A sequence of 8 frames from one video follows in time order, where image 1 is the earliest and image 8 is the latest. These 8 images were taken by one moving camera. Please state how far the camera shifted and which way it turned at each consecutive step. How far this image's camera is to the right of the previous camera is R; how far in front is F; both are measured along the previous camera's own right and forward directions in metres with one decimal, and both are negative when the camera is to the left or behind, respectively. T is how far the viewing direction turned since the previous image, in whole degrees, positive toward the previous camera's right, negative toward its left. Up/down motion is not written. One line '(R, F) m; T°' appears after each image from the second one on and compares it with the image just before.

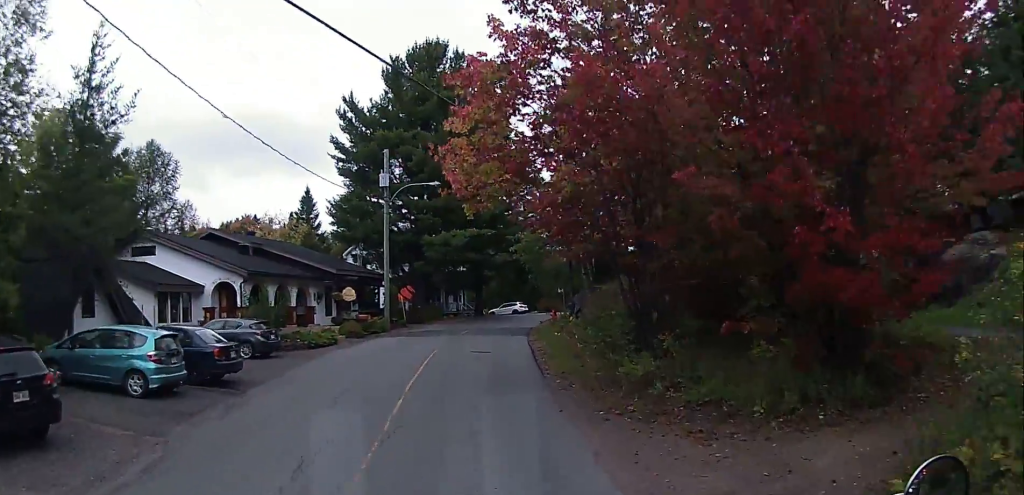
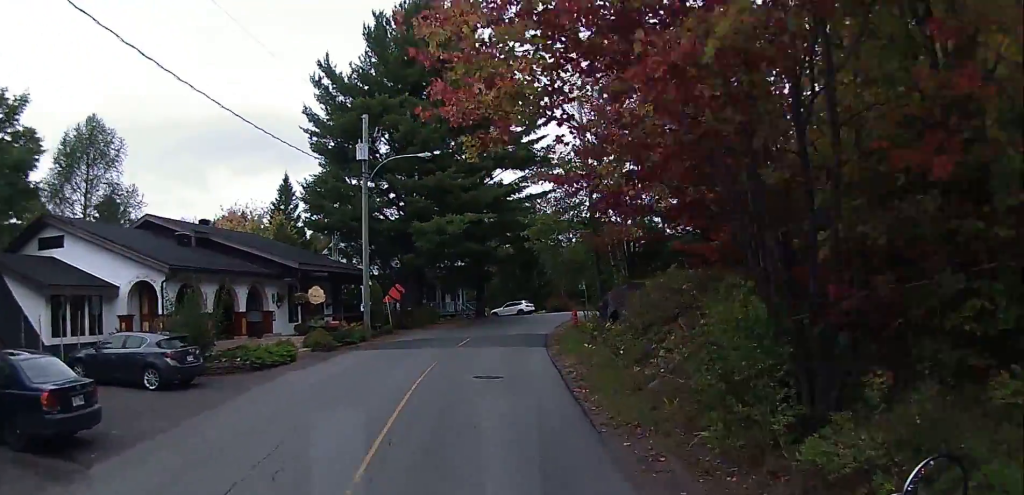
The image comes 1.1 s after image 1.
(-0.2, +7.9) m; 0°
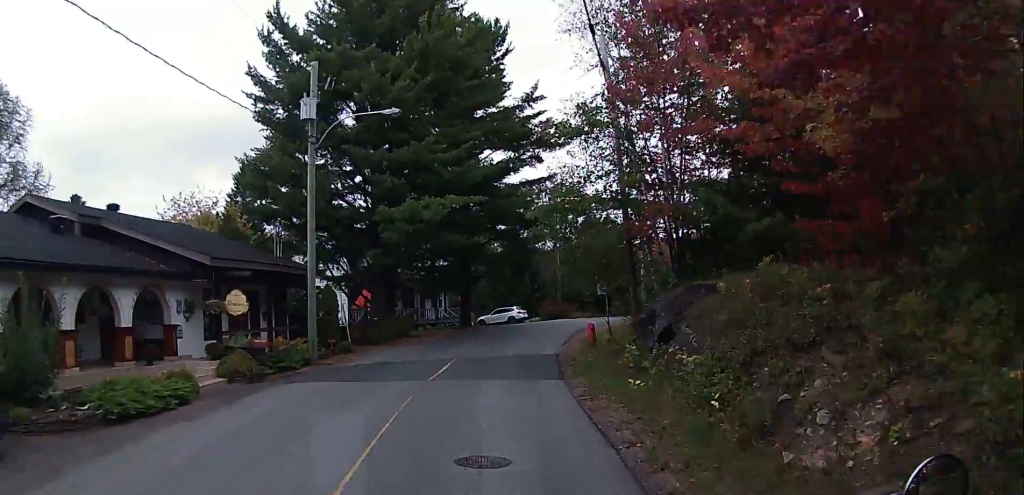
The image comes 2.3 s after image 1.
(+0.3, +8.4) m; +3°
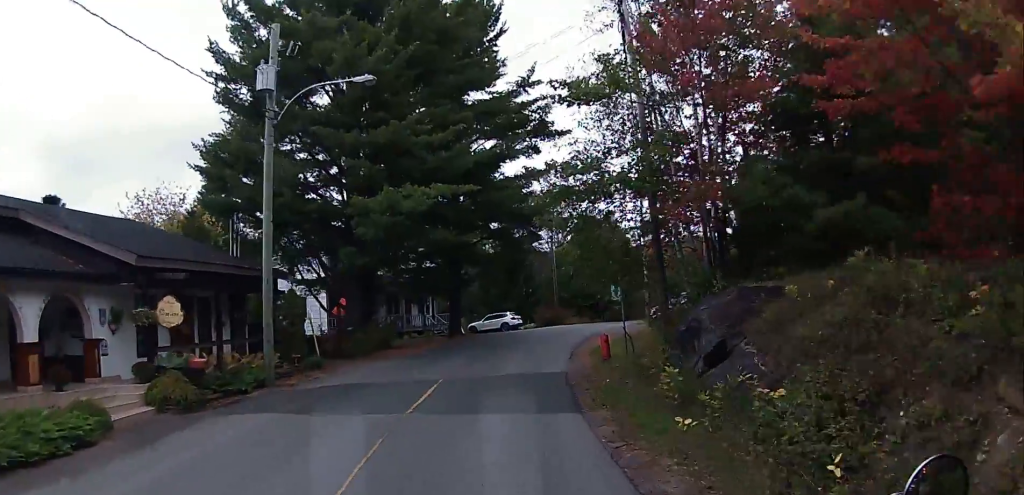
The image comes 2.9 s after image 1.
(0.0, +4.2) m; +2°
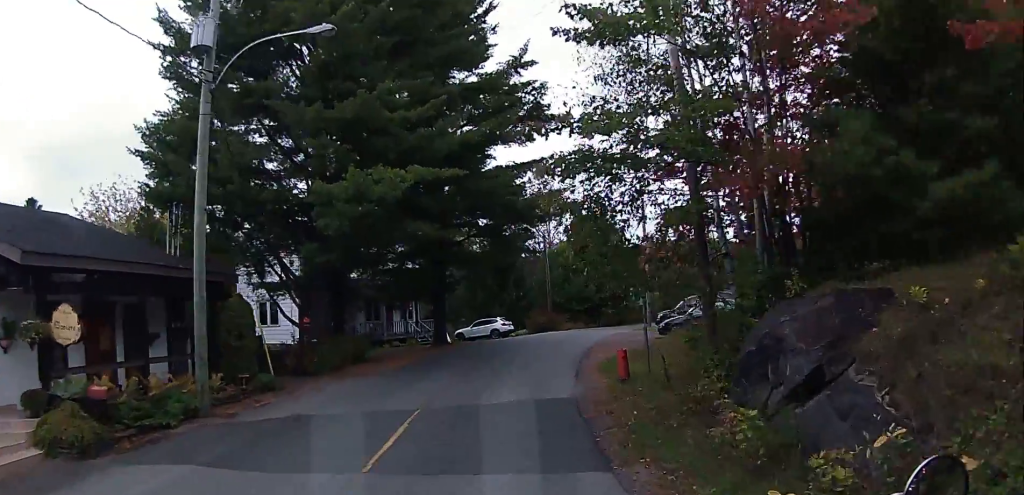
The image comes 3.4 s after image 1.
(+0.1, +4.3) m; +2°
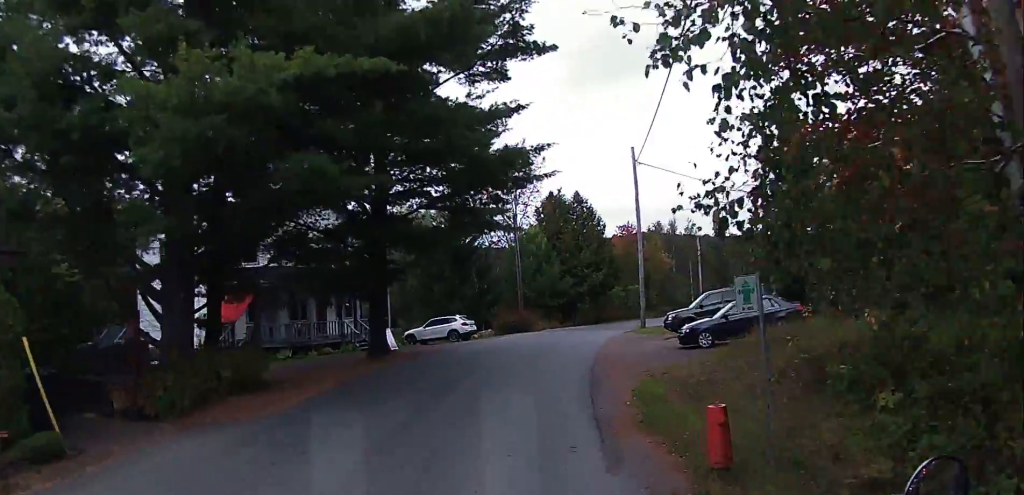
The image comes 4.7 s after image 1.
(+0.4, +9.8) m; +2°
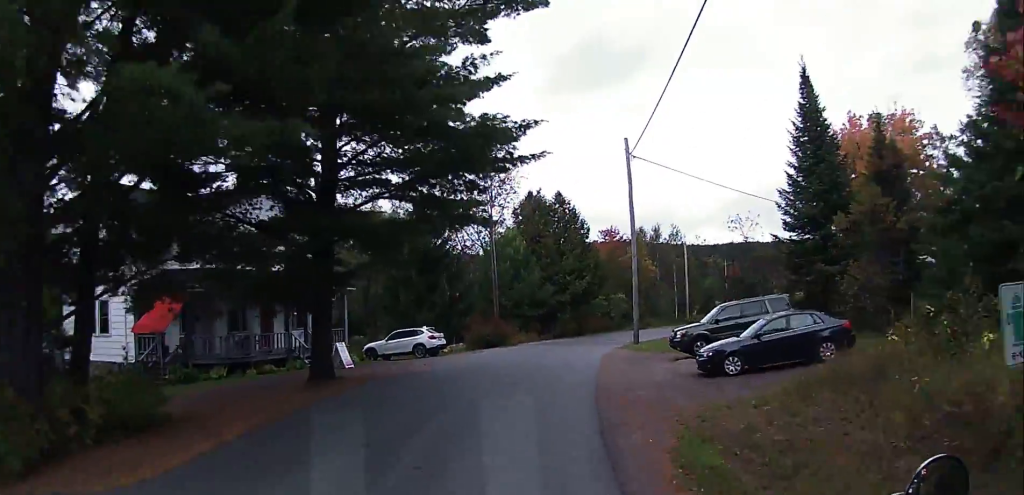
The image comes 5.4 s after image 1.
(0.0, +5.4) m; 0°
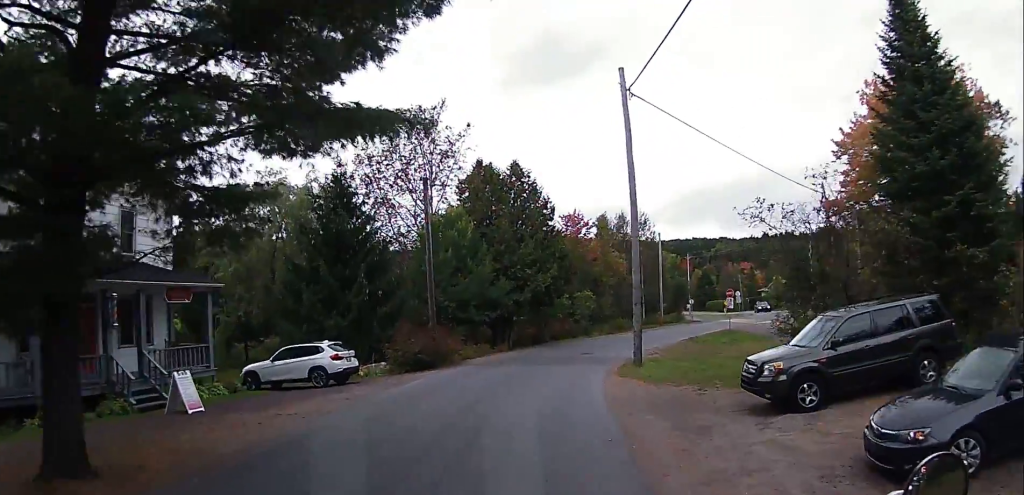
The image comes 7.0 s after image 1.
(+0.3, +11.5) m; +6°
